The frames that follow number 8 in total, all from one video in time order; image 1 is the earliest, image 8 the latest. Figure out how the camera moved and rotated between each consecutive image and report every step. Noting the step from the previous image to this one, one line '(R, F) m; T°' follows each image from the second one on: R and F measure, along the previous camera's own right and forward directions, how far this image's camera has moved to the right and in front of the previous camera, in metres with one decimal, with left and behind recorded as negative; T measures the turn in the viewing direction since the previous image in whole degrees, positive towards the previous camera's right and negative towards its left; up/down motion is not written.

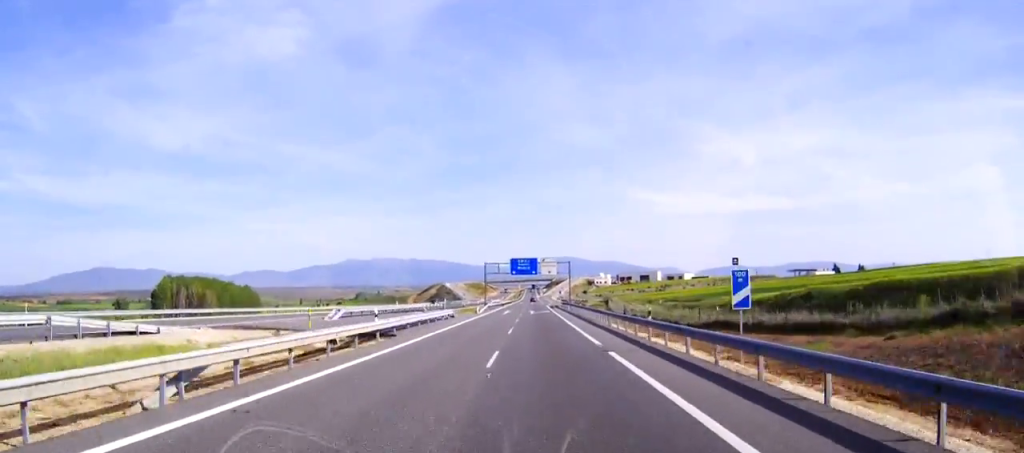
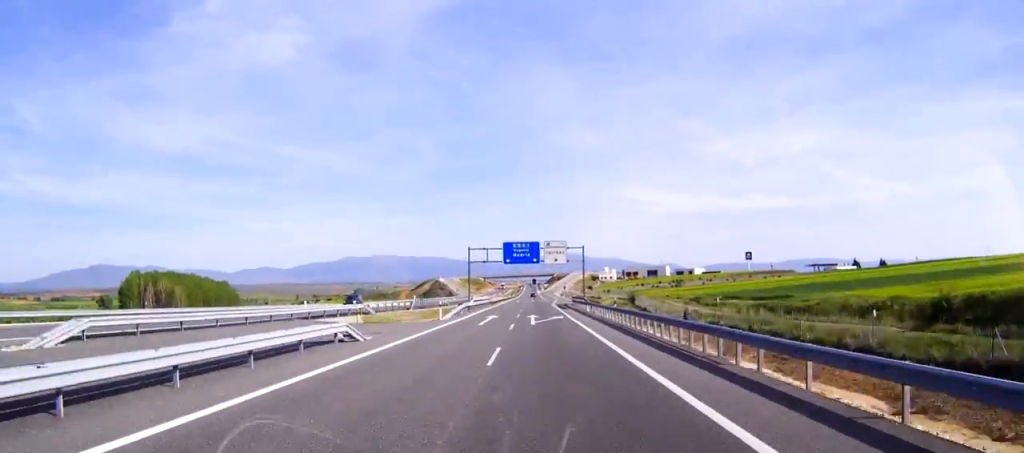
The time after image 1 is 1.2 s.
(0.0, +35.0) m; 0°
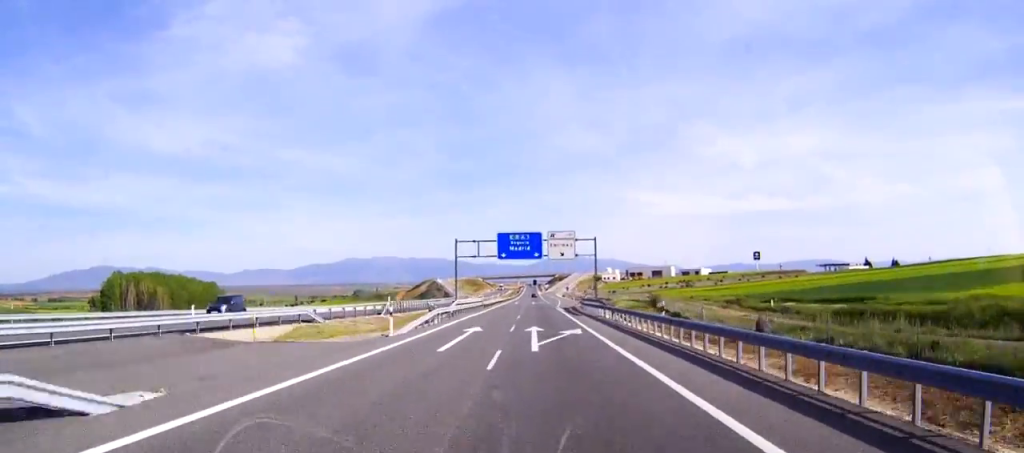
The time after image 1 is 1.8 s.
(0.0, +17.8) m; 0°
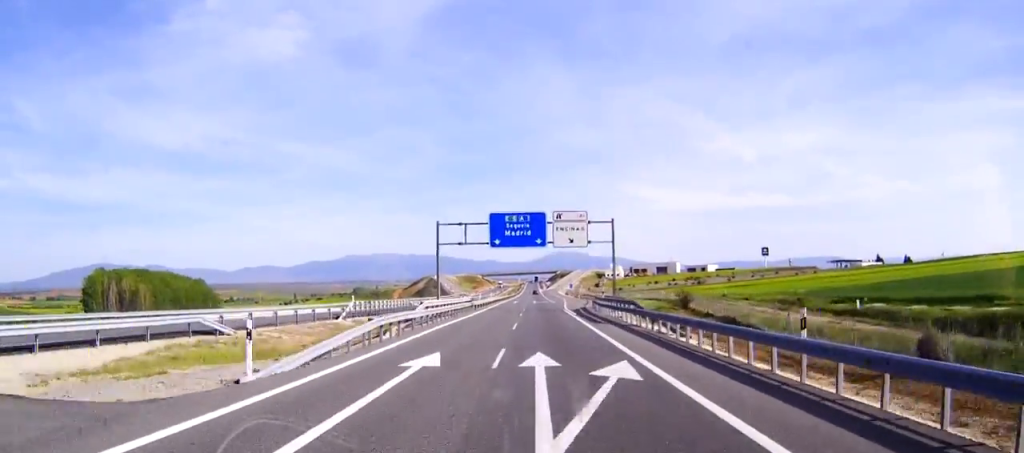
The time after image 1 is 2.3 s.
(0.0, +16.8) m; 0°
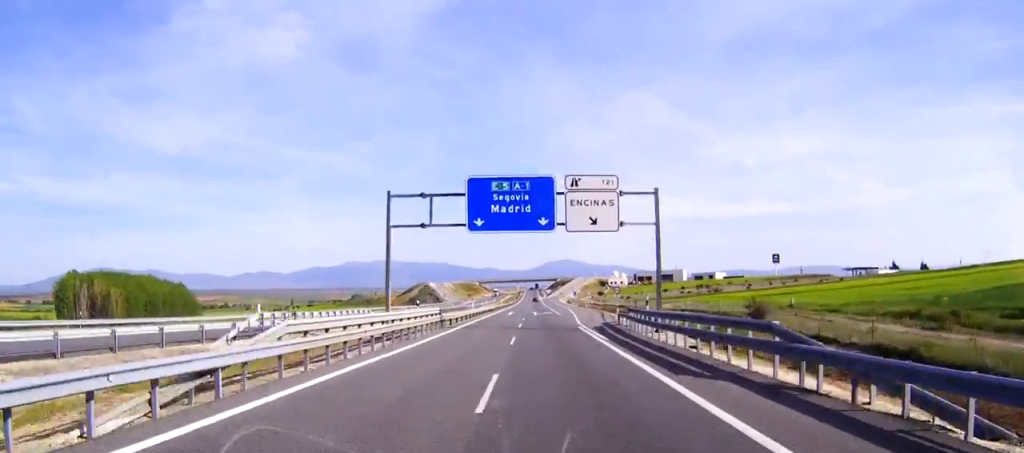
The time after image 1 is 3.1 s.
(0.0, +22.5) m; 0°
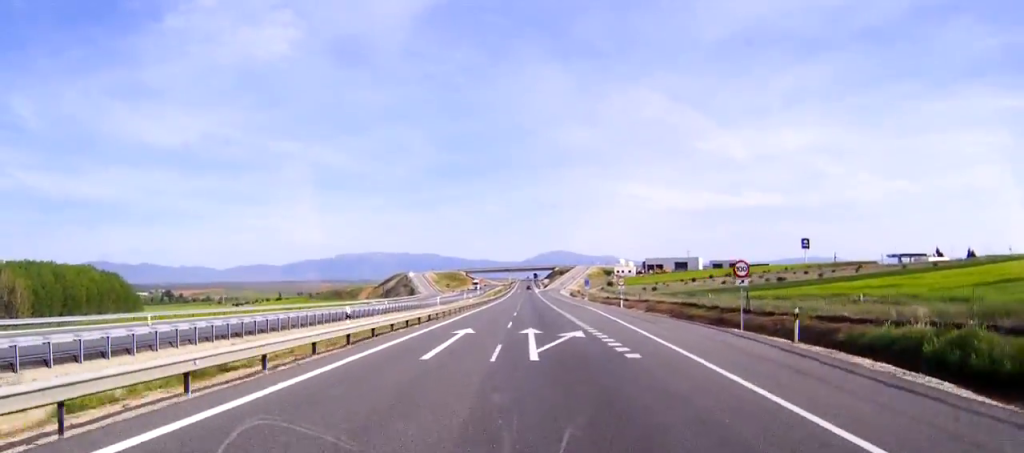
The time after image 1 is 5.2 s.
(0.0, +60.3) m; 0°
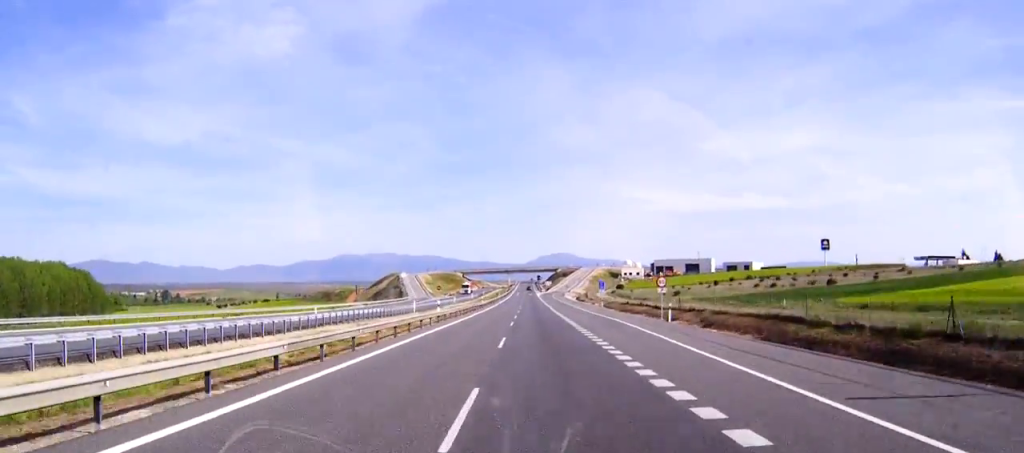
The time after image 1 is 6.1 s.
(0.0, +27.0) m; 0°
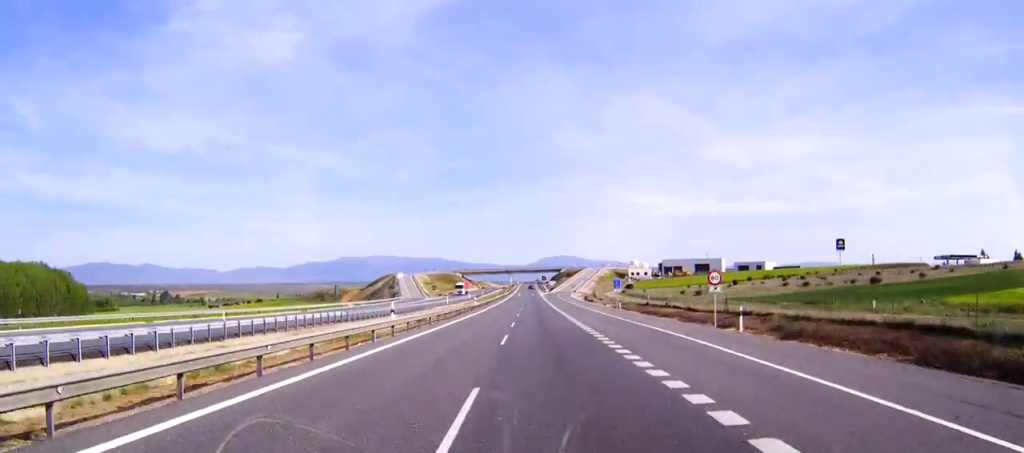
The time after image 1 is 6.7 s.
(0.0, +17.3) m; 0°
